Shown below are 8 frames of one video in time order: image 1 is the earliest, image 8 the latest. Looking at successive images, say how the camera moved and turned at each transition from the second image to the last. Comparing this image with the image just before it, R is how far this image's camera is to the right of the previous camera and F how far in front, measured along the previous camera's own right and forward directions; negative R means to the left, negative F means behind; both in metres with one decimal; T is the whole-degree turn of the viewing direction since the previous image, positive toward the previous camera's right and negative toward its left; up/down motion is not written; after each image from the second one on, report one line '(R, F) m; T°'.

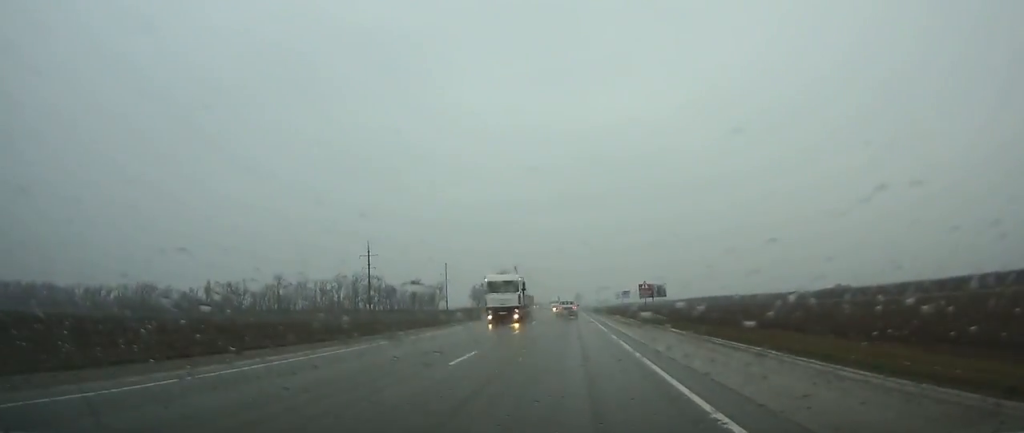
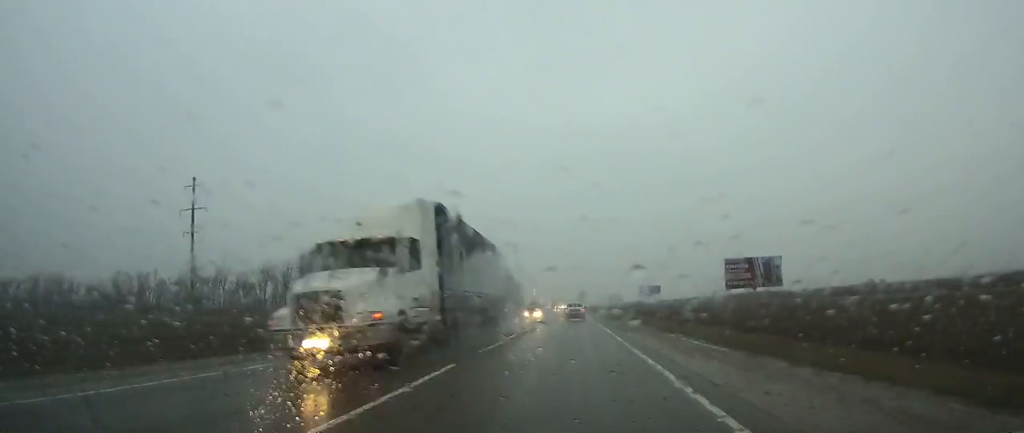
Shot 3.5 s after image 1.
(+0.1, +71.1) m; 0°
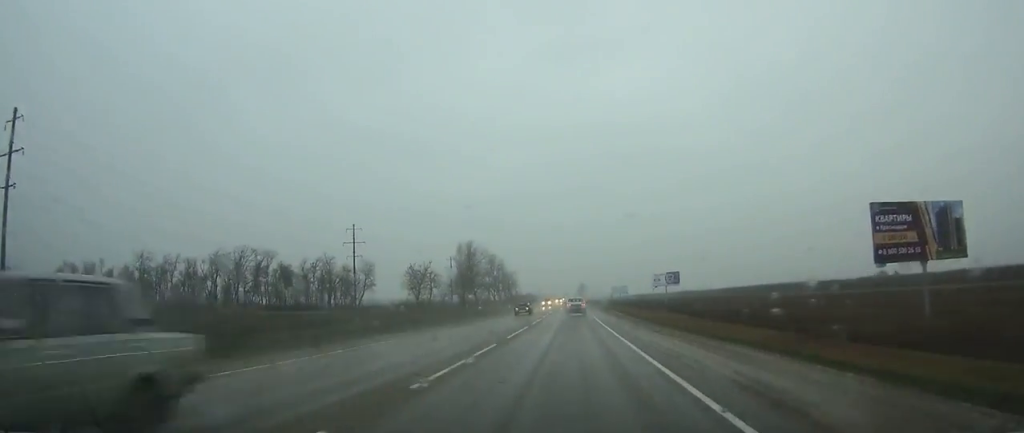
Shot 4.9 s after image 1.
(0.0, +30.1) m; 0°
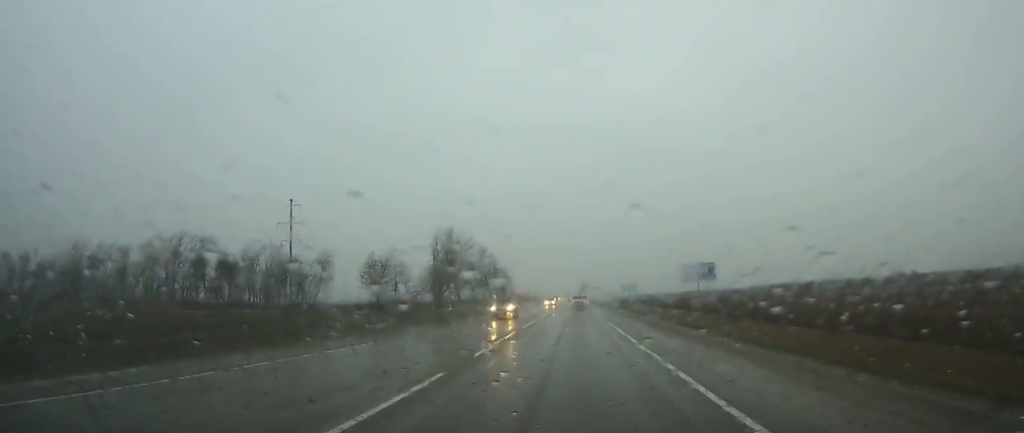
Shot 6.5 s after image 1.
(-0.1, +31.5) m; 0°
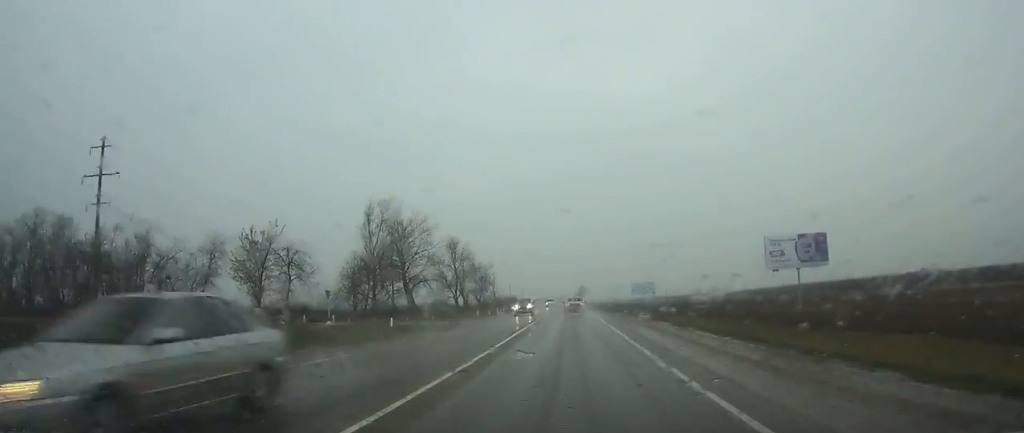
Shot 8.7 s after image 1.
(0.0, +45.5) m; 0°
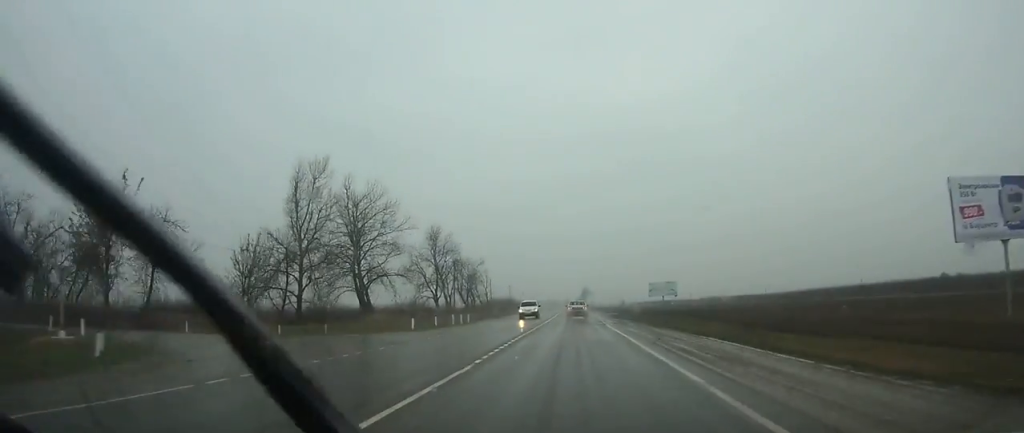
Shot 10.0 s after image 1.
(0.0, +27.7) m; 0°
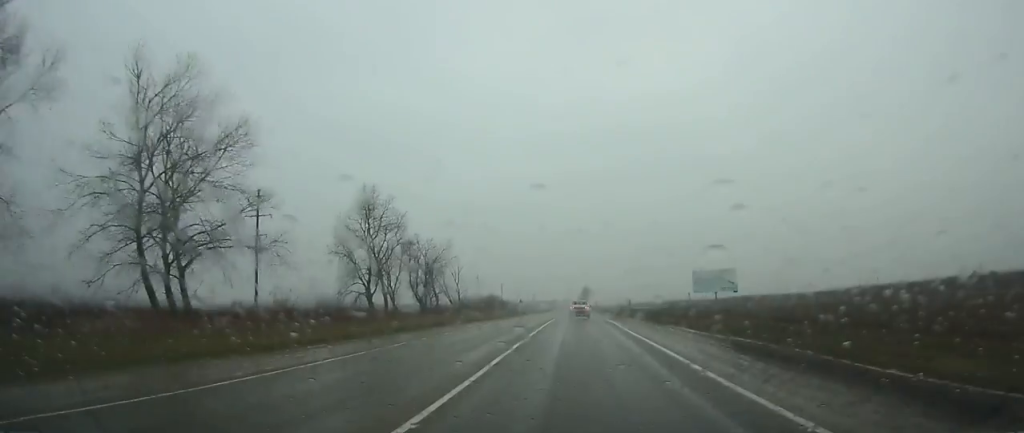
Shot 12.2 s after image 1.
(0.0, +45.8) m; 0°
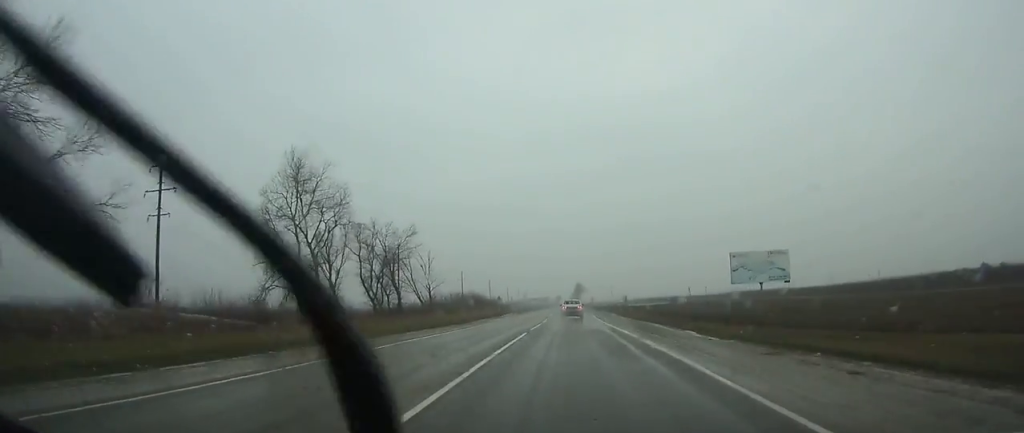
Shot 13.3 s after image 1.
(+0.1, +22.1) m; 0°
